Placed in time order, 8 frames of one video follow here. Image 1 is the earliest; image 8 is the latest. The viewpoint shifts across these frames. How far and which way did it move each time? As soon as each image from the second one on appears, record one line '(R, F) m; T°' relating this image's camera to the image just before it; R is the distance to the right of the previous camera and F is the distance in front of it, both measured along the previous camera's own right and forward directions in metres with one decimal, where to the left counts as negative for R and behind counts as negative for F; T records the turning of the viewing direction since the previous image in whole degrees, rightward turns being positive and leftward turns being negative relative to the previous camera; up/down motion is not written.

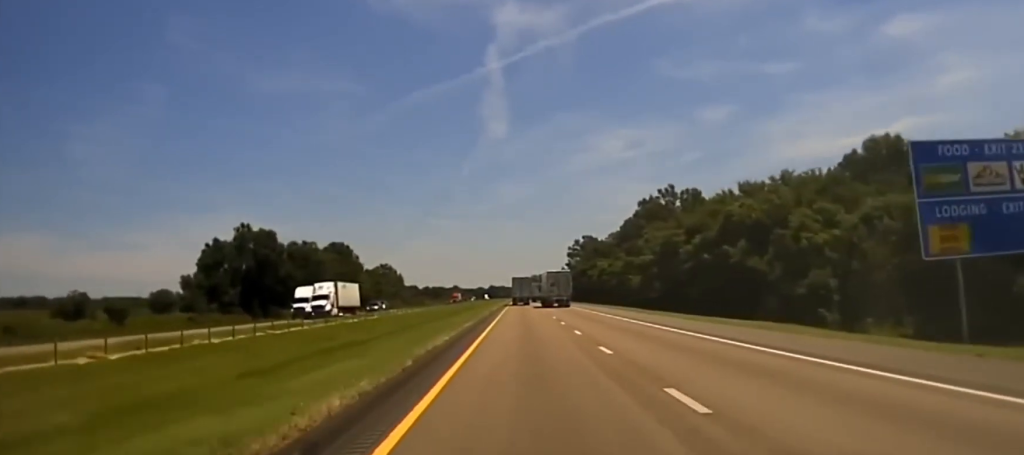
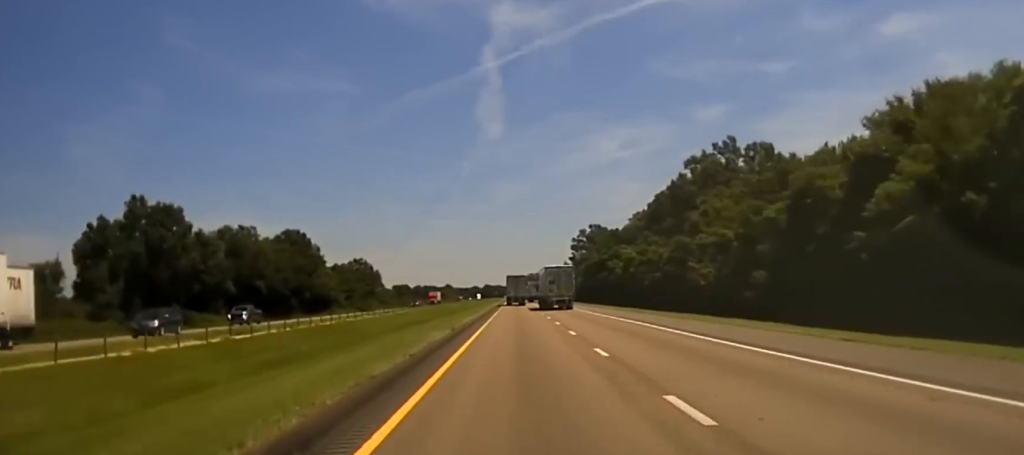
(-0.5, +52.0) m; 0°
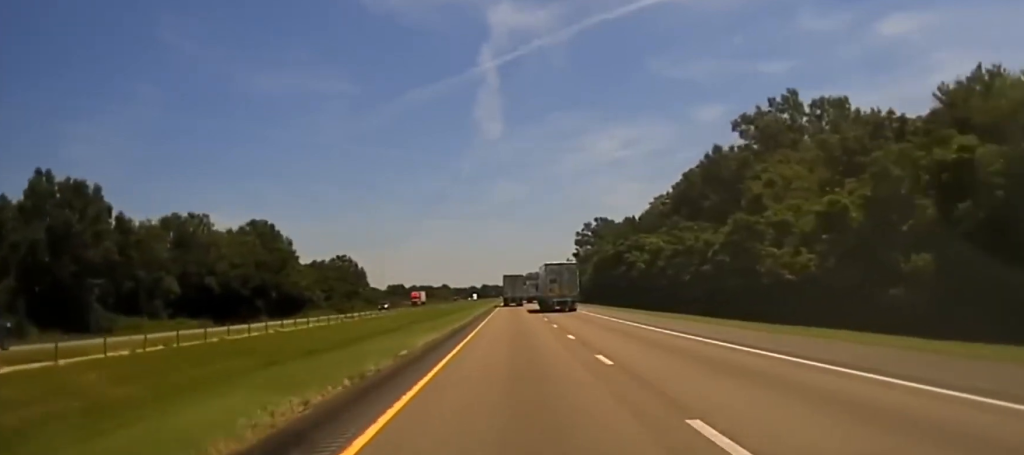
(+0.1, +27.3) m; 0°
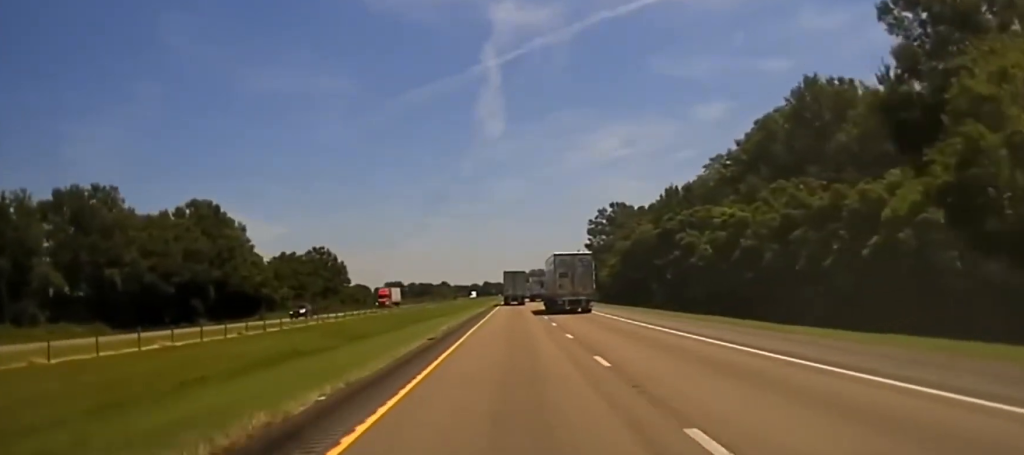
(+0.2, +35.8) m; 0°
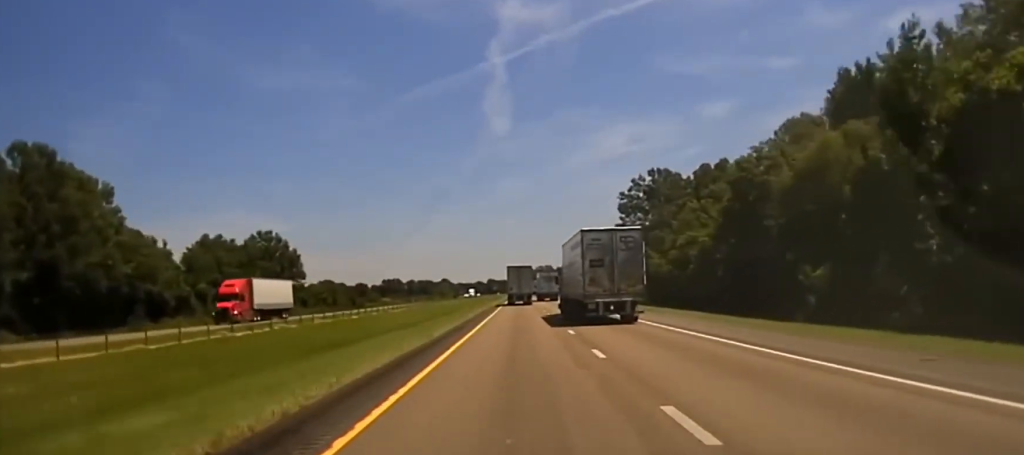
(+0.1, +58.0) m; 0°
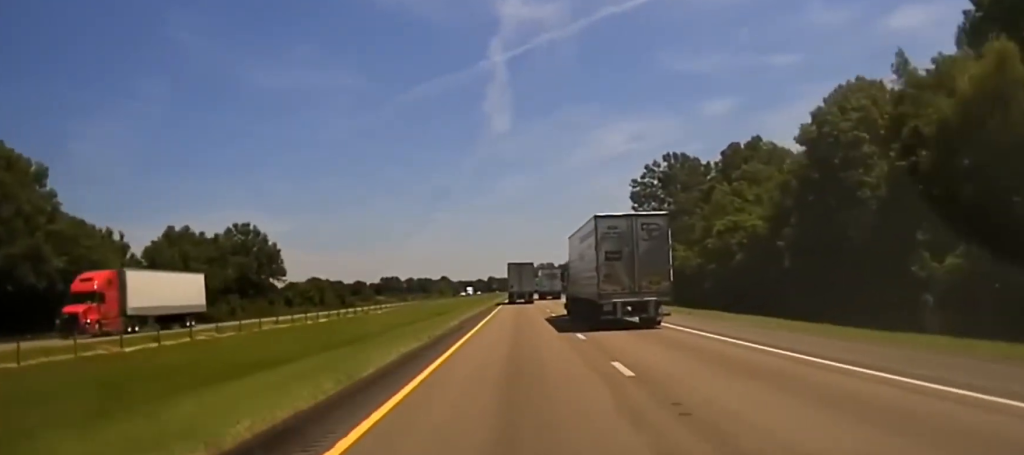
(-0.1, +16.5) m; 0°
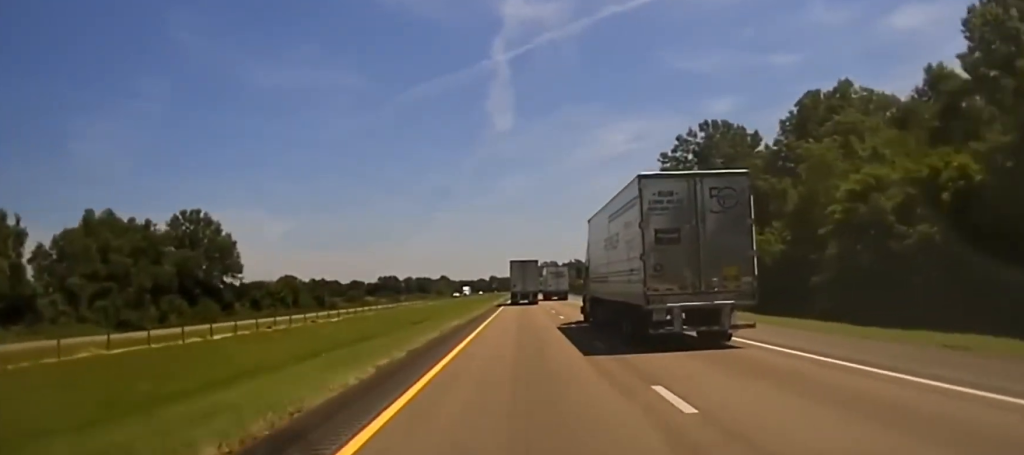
(-0.1, +28.8) m; 0°
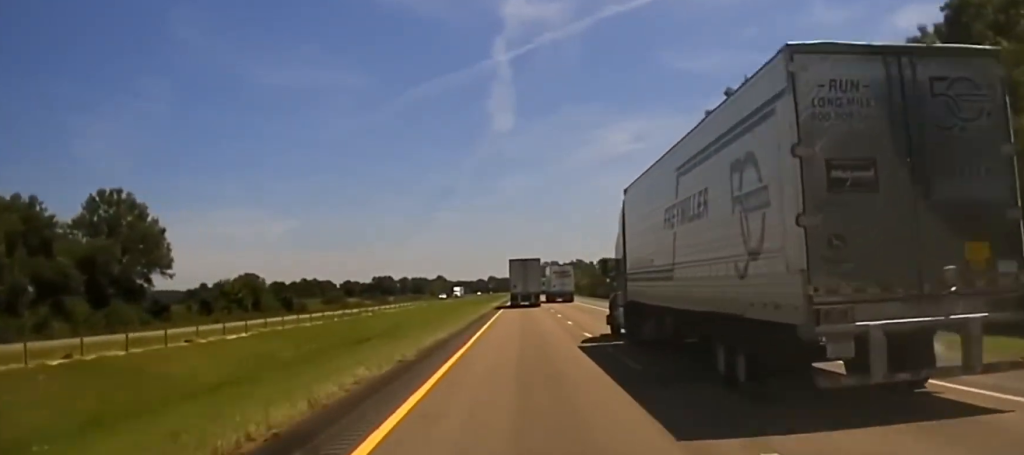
(-0.1, +31.3) m; +1°
